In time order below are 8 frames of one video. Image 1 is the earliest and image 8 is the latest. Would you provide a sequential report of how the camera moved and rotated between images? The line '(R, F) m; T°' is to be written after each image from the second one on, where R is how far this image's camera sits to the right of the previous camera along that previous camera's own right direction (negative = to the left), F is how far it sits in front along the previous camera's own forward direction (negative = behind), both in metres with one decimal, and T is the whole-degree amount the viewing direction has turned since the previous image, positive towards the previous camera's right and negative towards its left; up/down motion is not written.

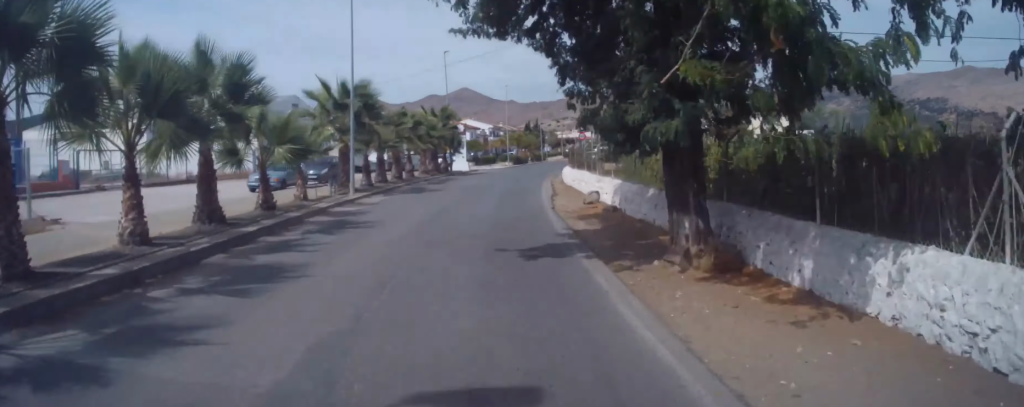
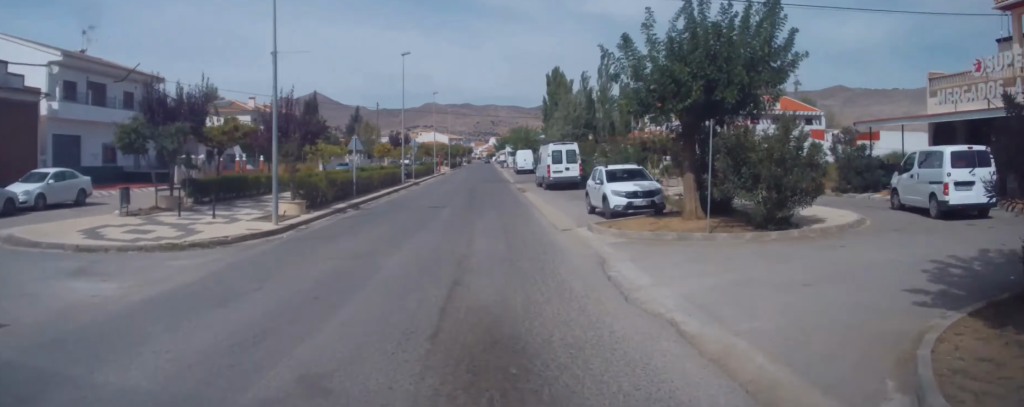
(+7.0, +116.4) m; +5°
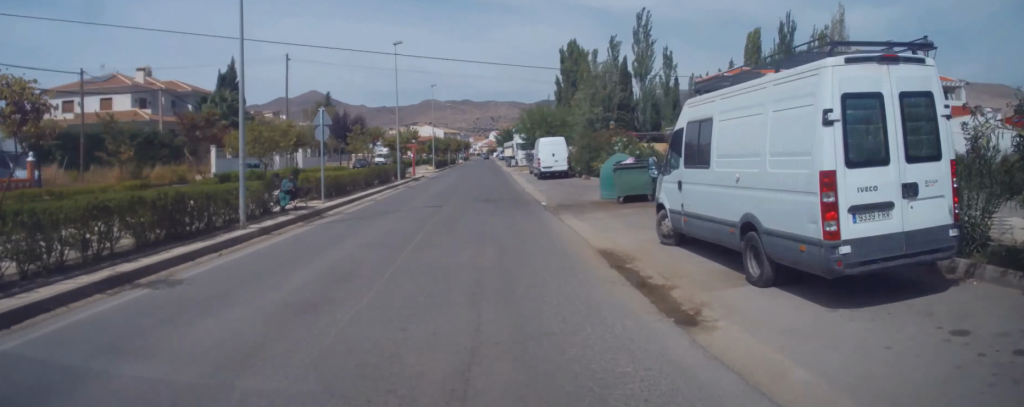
(+0.1, +42.2) m; 0°
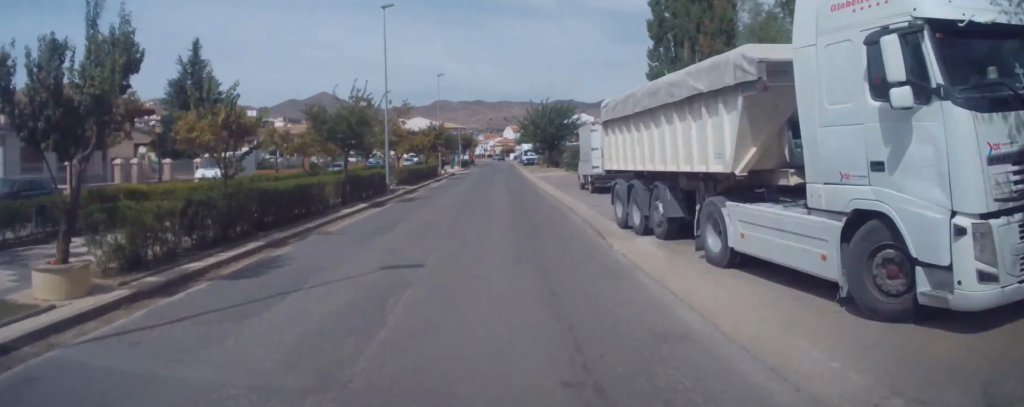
(+0.2, +61.8) m; +1°
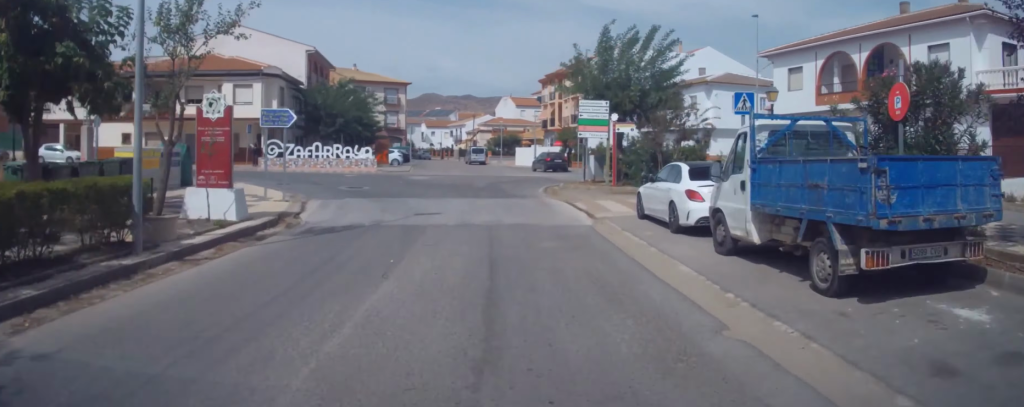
(+2.1, +107.5) m; -27°
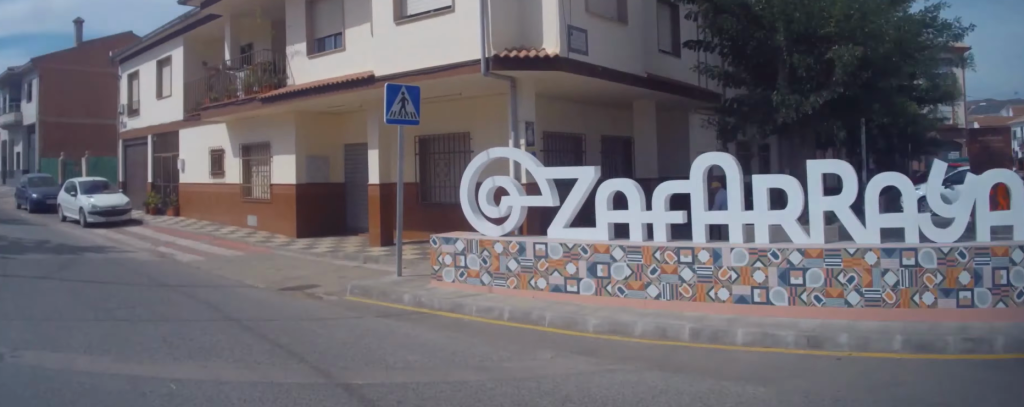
(-32.9, +40.9) m; -60°
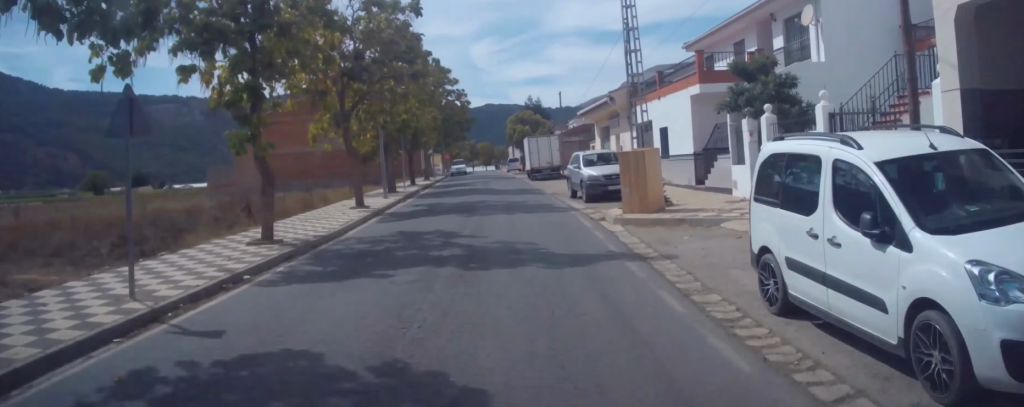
(-14.4, +57.2) m; -15°
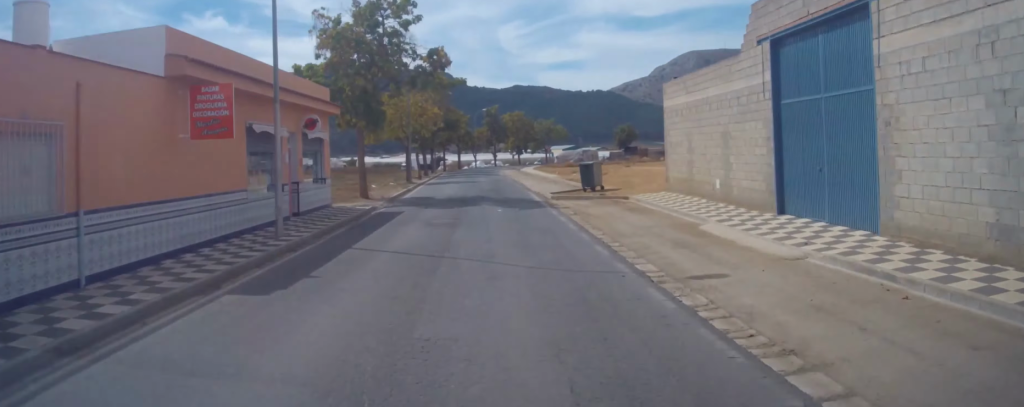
(-5.9, +95.3) m; +5°
